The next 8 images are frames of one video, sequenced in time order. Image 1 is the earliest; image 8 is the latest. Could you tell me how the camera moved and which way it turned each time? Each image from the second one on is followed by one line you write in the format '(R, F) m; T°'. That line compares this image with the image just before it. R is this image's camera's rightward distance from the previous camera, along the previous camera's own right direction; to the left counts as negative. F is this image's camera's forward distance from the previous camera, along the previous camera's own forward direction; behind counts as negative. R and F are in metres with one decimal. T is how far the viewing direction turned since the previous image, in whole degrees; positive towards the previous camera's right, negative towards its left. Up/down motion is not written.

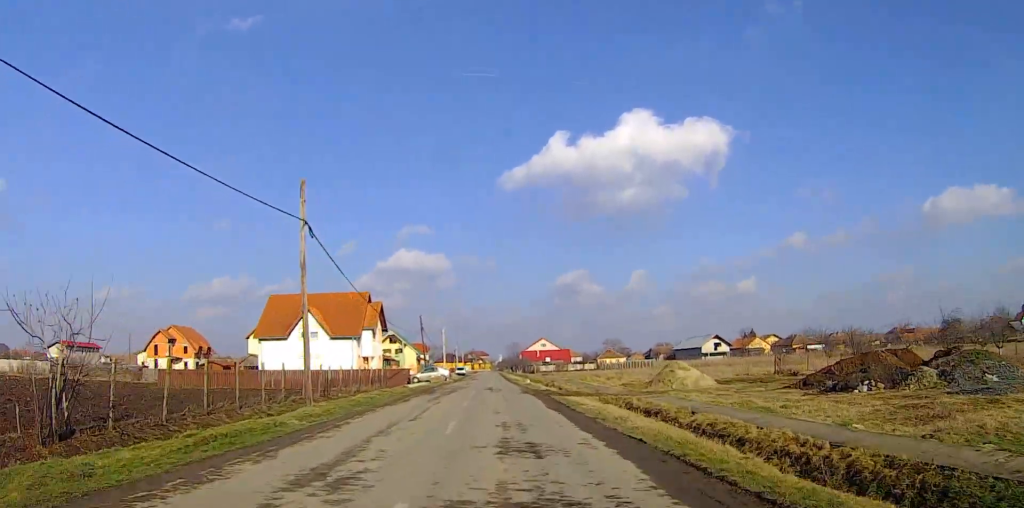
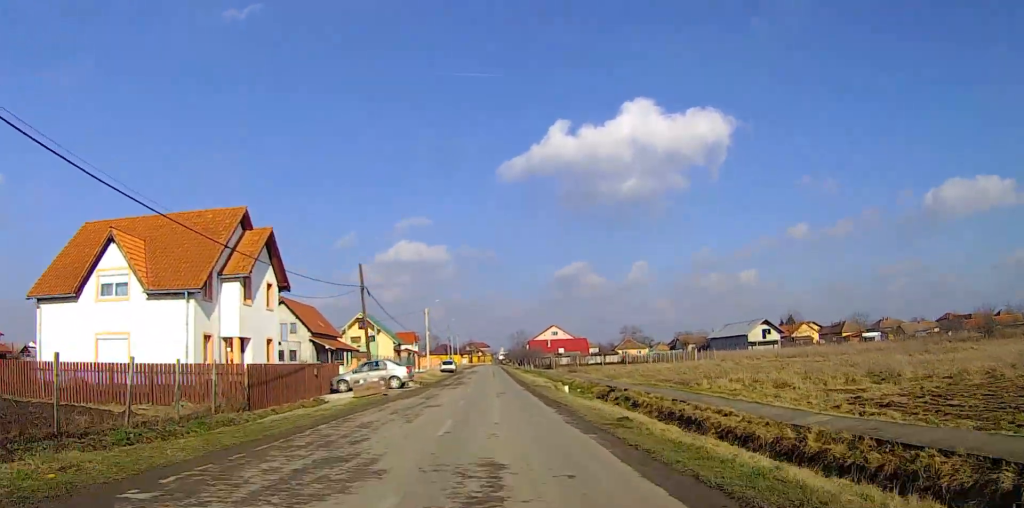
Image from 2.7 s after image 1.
(-1.4, +34.9) m; -3°
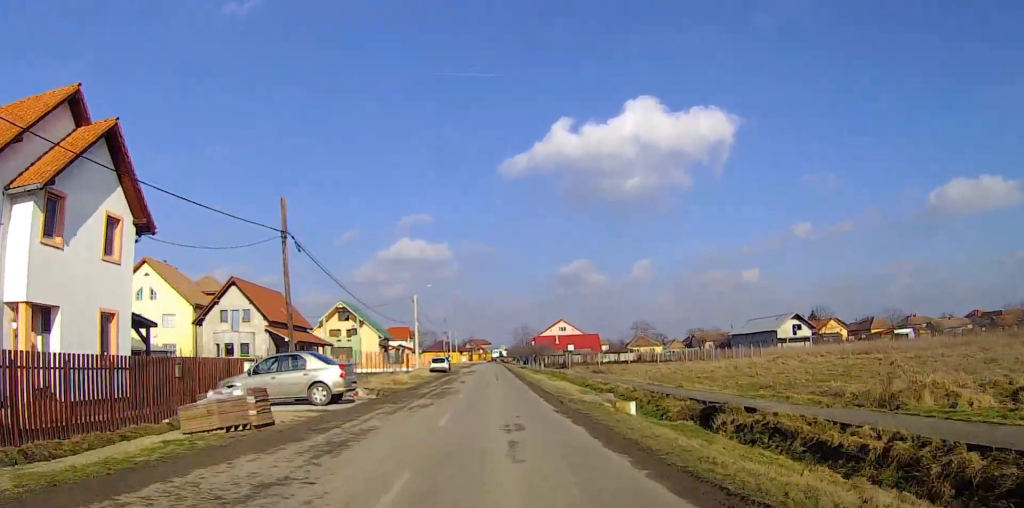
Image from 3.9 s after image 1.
(-0.2, +15.4) m; +1°
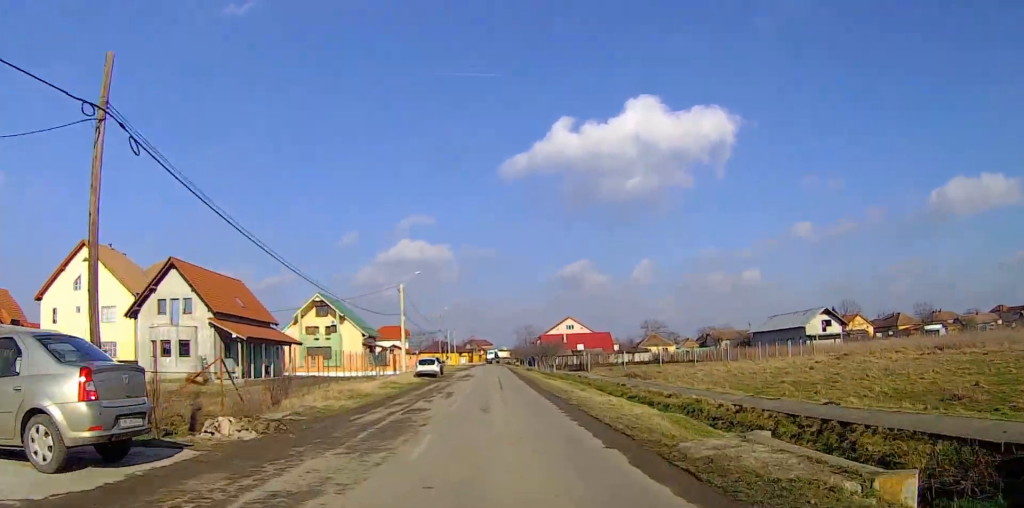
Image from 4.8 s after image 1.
(+0.2, +12.2) m; +2°
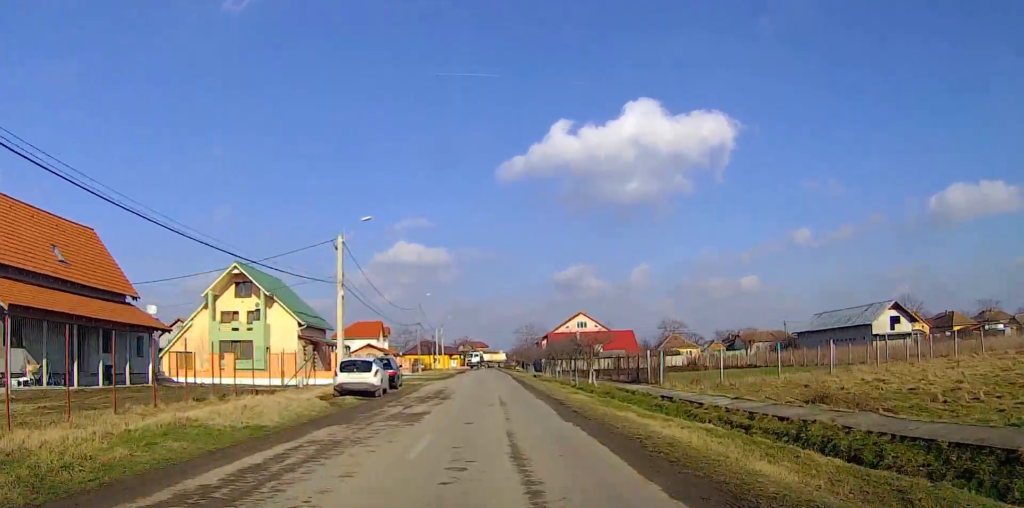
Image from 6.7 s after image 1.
(+0.7, +25.3) m; -1°
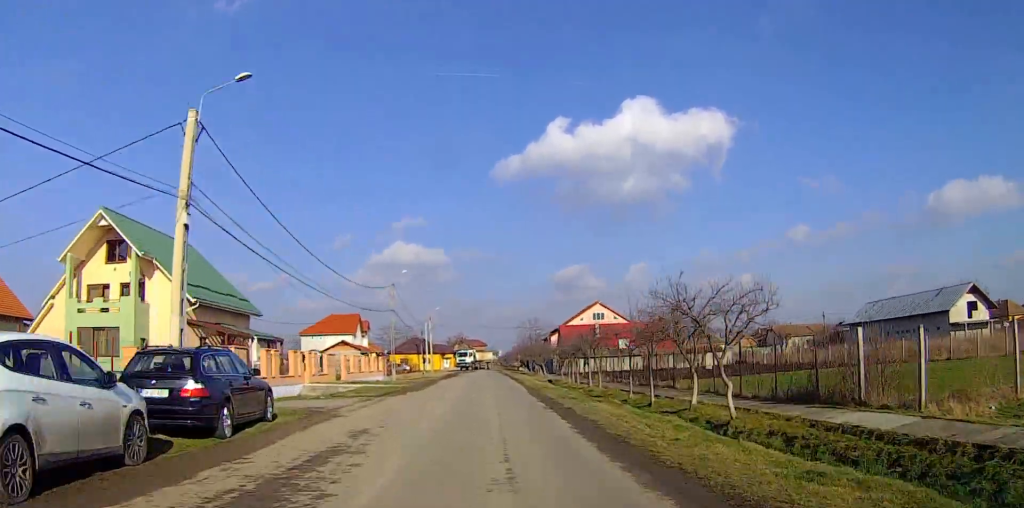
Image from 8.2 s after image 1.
(-0.9, +21.0) m; -1°
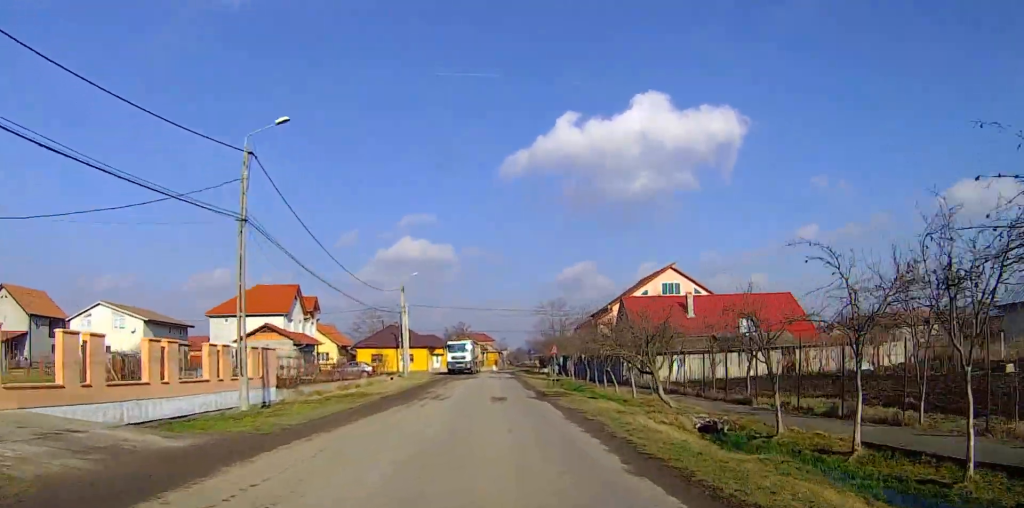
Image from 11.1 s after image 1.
(+0.7, +37.5) m; +2°
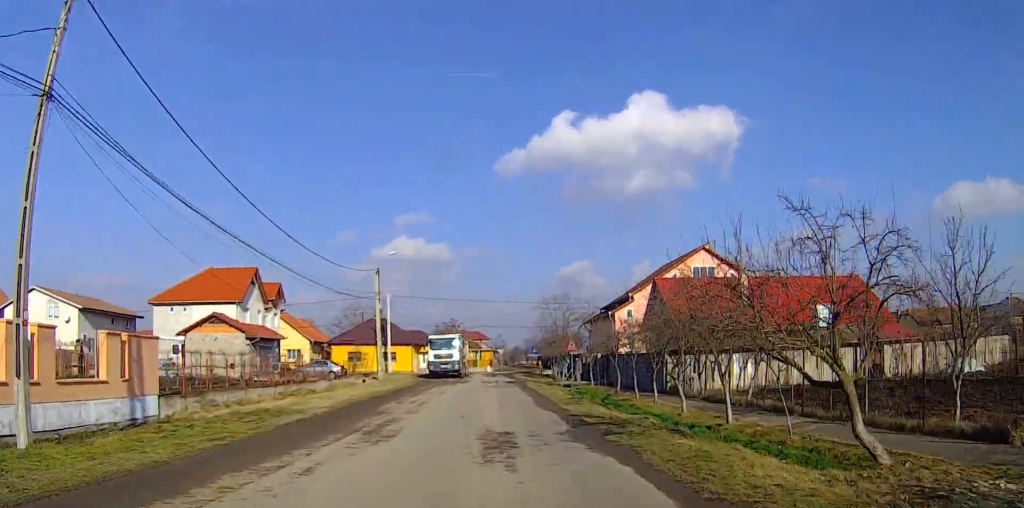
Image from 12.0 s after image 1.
(0.0, +10.8) m; 0°
